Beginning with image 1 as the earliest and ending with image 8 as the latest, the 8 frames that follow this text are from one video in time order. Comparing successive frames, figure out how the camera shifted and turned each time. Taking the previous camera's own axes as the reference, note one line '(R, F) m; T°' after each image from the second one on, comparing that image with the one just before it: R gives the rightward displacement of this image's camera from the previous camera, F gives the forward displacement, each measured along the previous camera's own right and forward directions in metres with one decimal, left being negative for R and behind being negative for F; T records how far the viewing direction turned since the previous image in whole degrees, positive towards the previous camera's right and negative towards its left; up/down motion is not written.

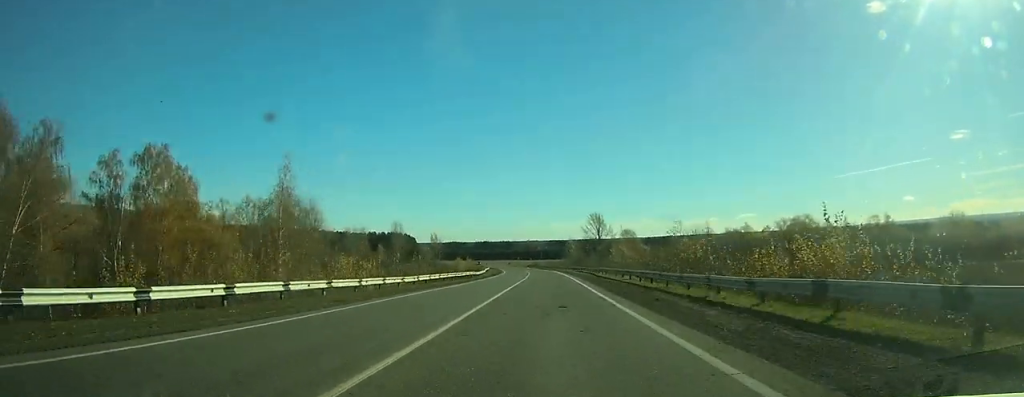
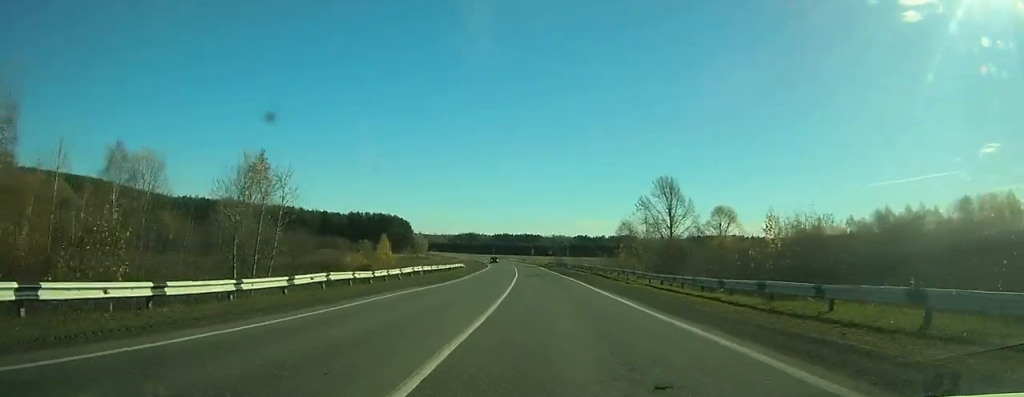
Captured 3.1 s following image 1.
(-0.7, +79.3) m; -2°
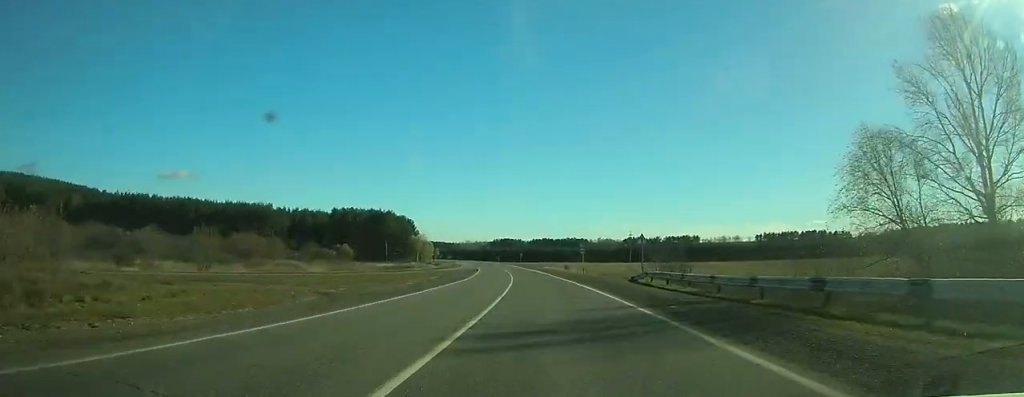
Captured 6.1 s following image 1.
(-2.5, +85.9) m; -4°
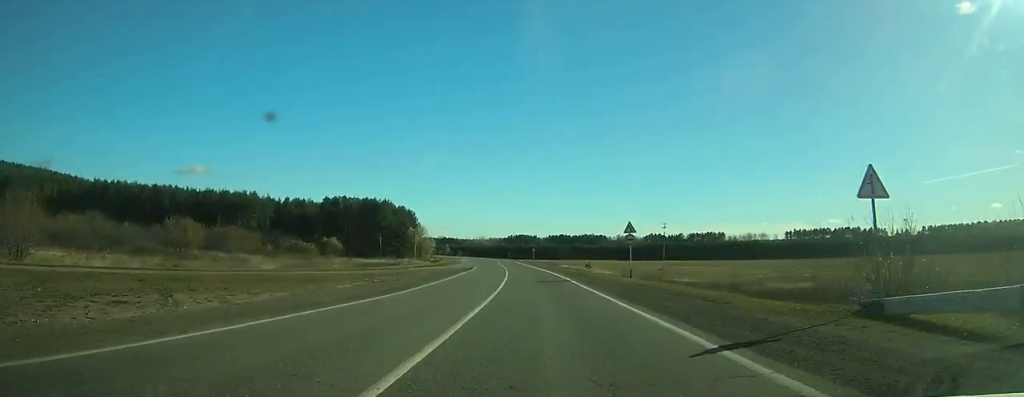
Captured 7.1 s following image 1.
(-0.5, +30.2) m; -2°
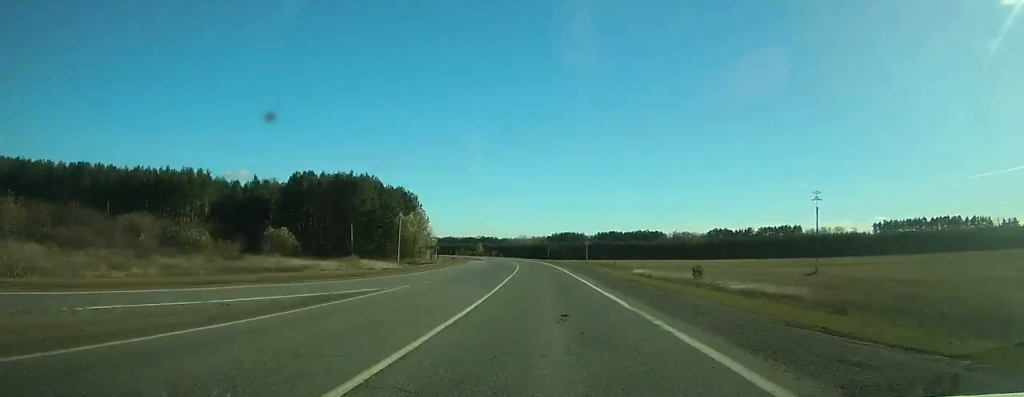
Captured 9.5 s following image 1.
(-2.0, +67.5) m; -4°
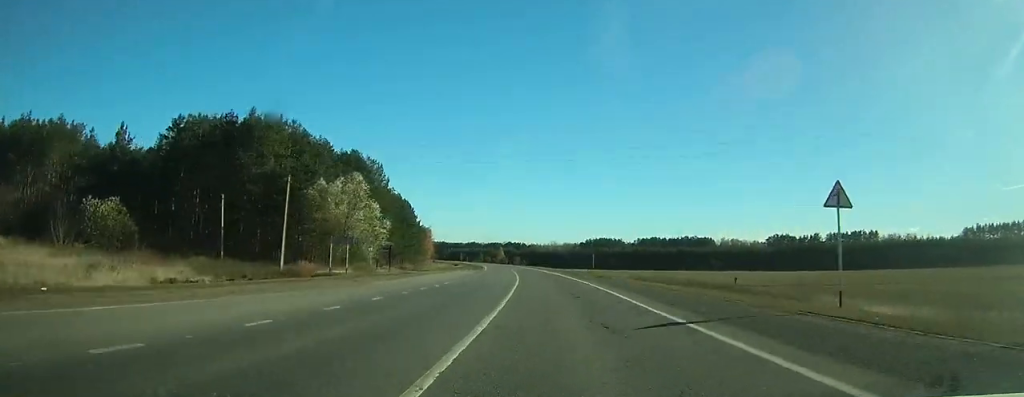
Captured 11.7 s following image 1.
(-2.1, +60.3) m; -4°
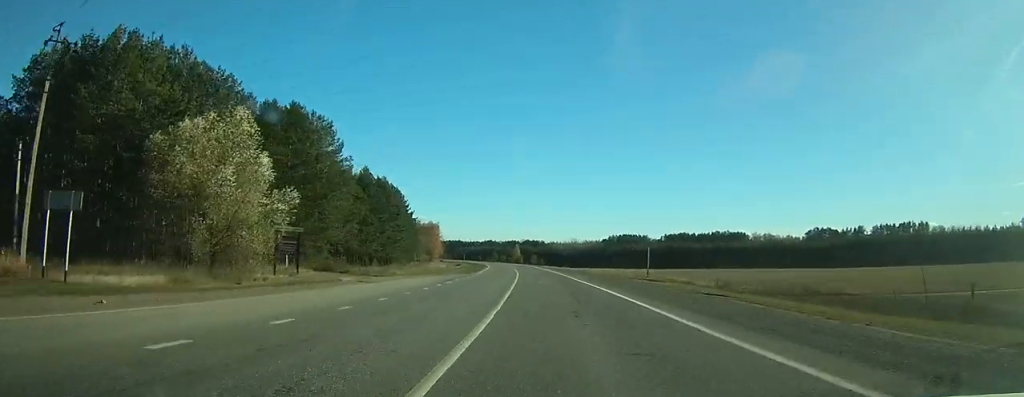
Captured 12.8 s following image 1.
(-0.7, +32.6) m; -2°
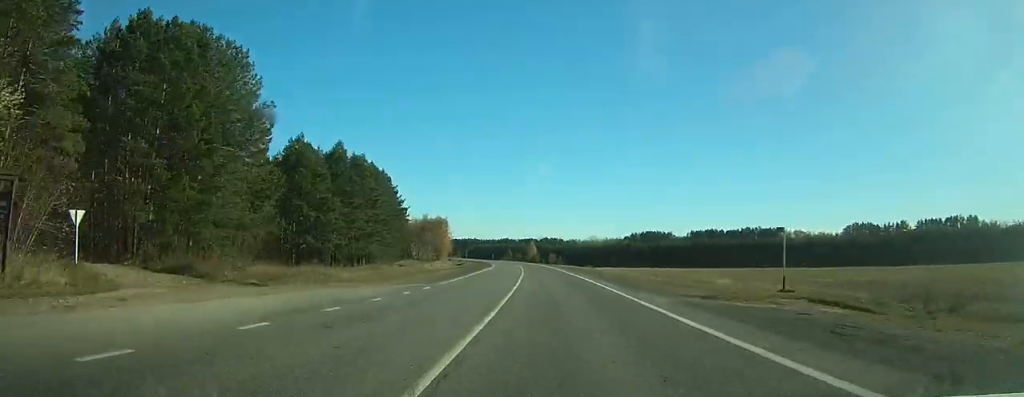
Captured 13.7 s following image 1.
(+0.2, +26.9) m; -2°
